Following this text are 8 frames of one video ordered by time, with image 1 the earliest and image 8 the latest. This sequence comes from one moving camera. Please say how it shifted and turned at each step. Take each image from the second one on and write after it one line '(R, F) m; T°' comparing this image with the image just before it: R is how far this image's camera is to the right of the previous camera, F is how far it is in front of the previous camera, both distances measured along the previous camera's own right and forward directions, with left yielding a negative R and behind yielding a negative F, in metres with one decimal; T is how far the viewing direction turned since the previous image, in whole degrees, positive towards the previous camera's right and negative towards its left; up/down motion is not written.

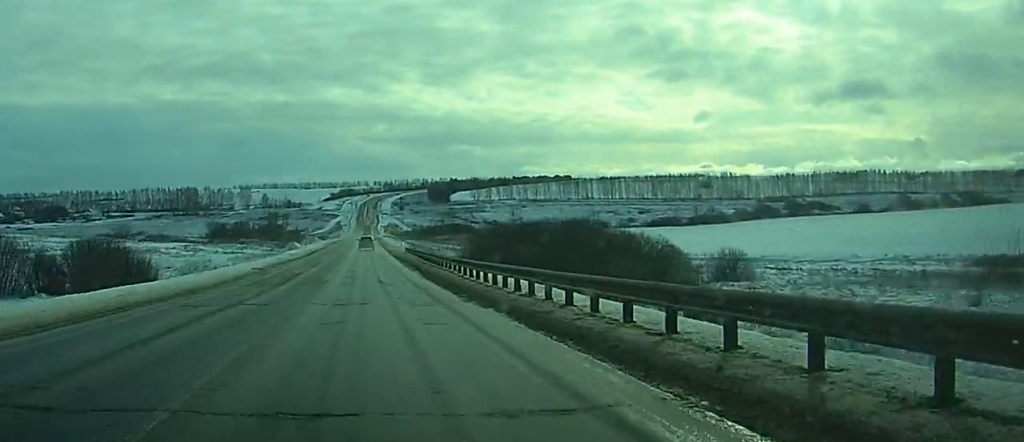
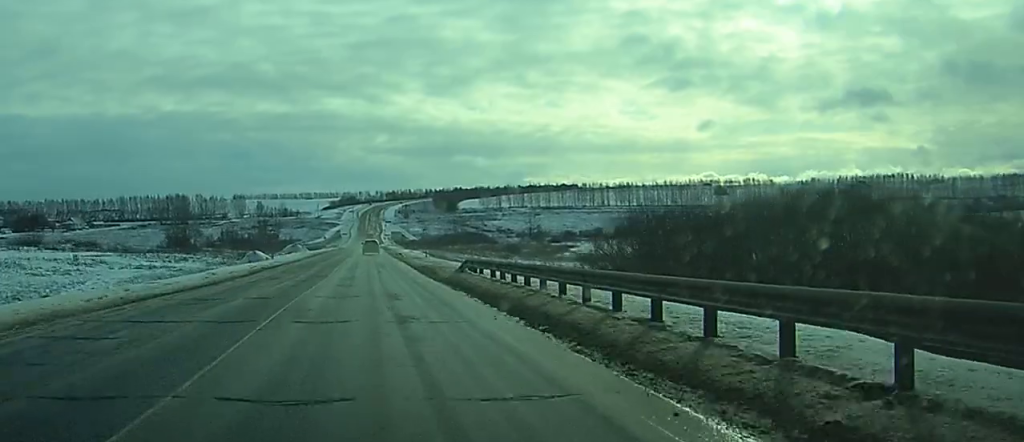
(+0.3, +47.4) m; +1°
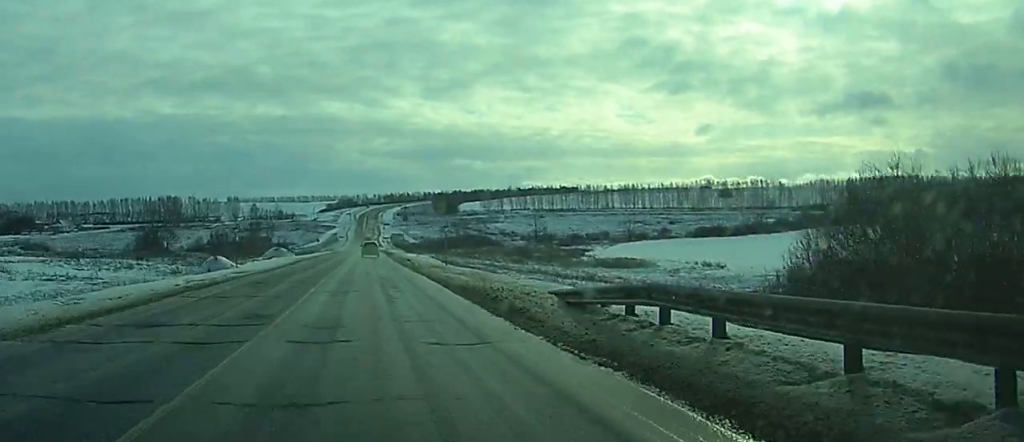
(0.0, +21.3) m; 0°
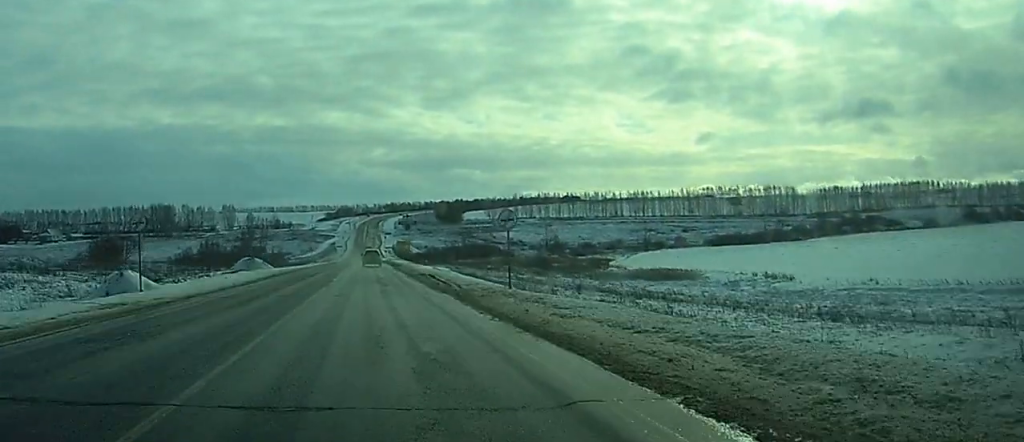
(+0.1, +25.4) m; 0°
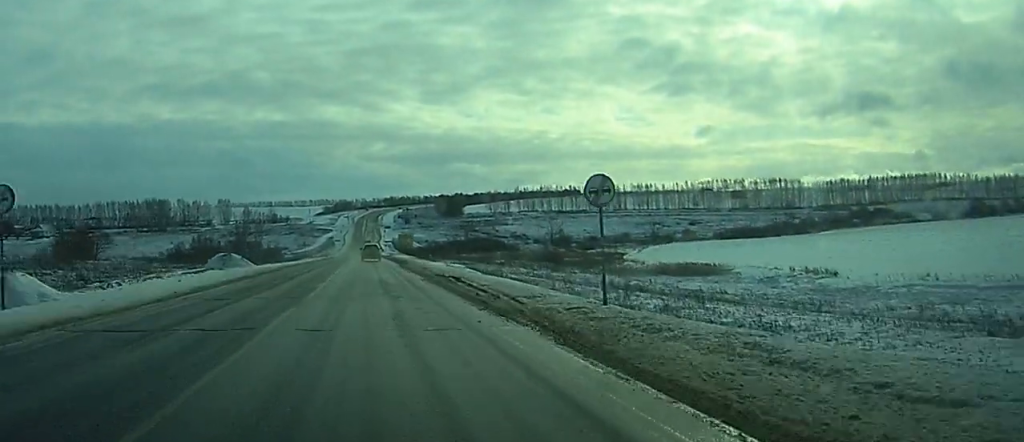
(0.0, +13.2) m; 0°
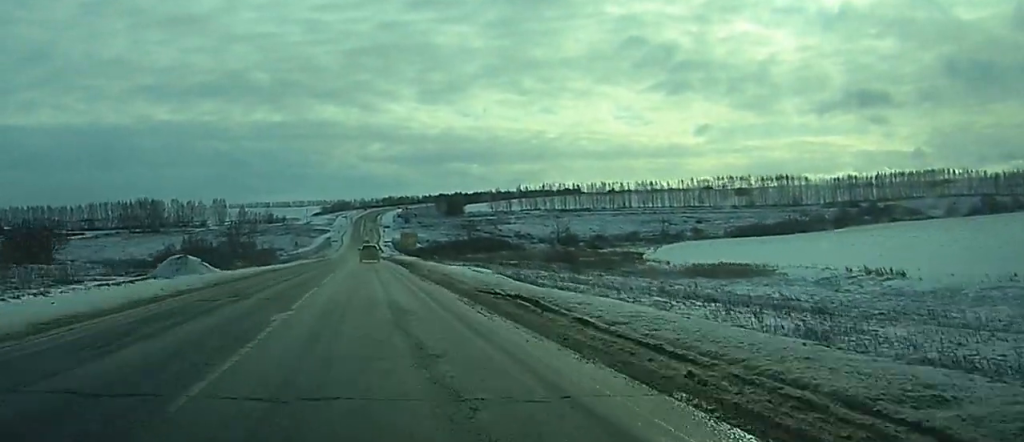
(0.0, +16.2) m; 0°
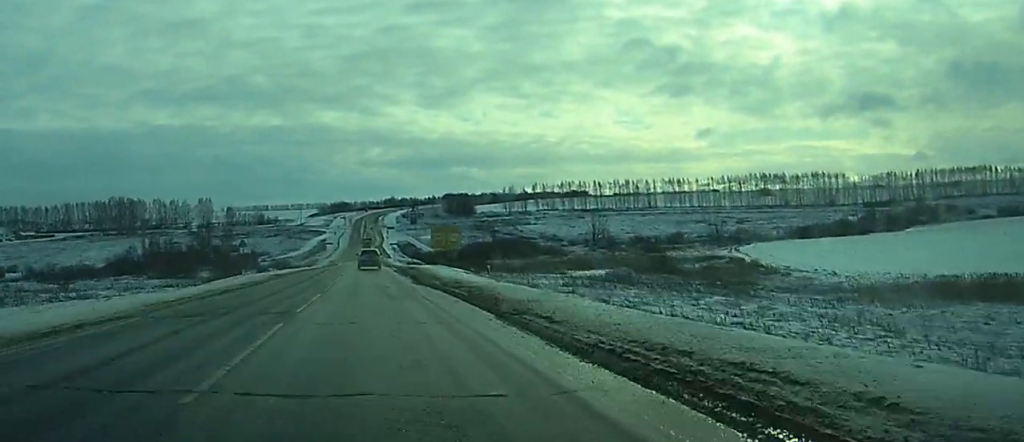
(0.0, +60.6) m; 0°
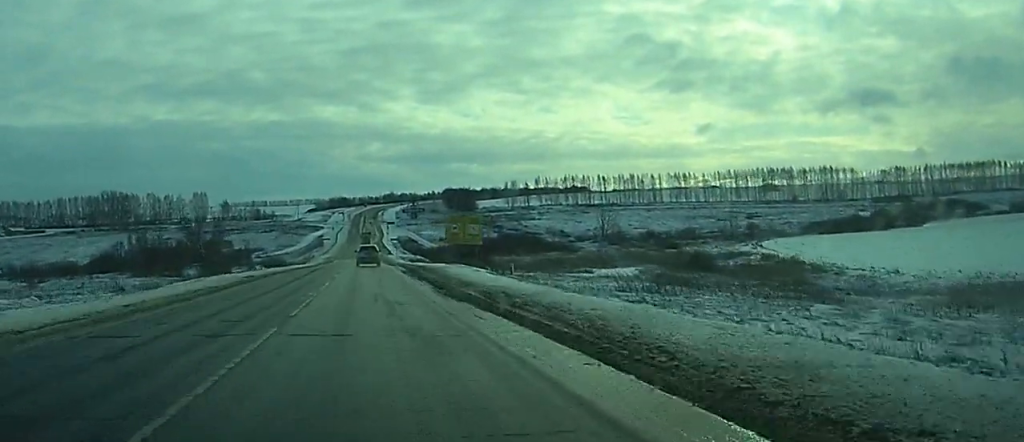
(0.0, +14.0) m; 0°
